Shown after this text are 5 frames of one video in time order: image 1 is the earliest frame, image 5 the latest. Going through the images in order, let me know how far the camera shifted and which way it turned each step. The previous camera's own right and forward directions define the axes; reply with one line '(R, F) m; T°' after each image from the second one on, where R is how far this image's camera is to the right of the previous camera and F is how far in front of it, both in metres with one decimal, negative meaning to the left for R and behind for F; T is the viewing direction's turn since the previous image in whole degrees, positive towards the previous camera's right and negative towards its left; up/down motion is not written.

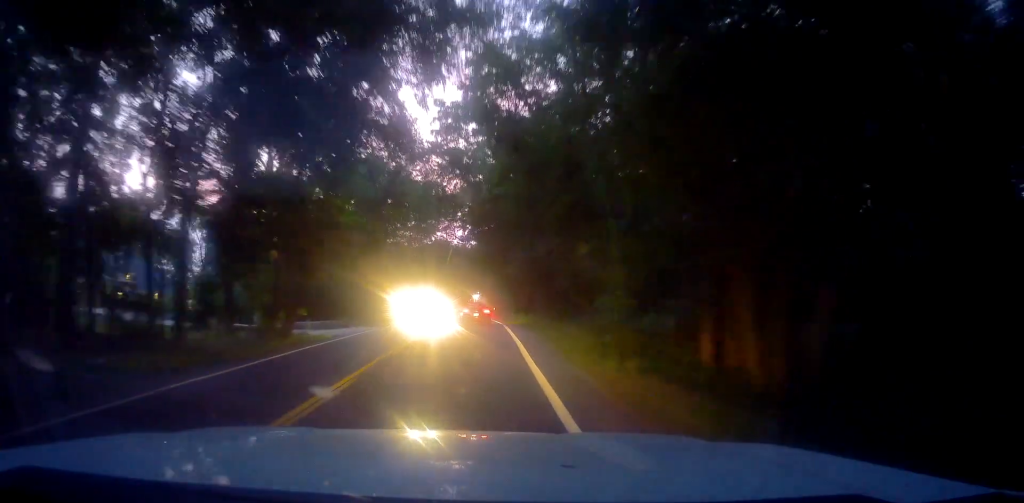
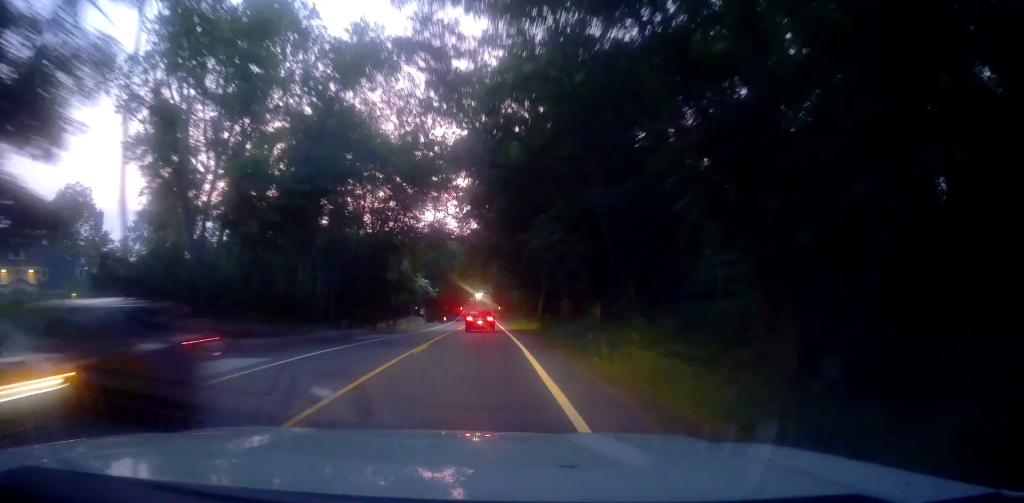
(-0.1, +18.5) m; 0°
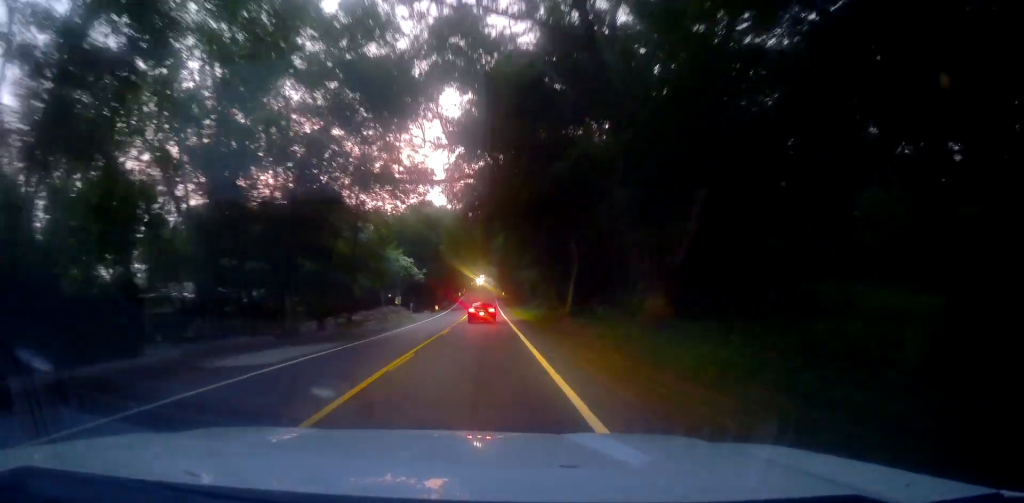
(-0.1, +20.2) m; +2°
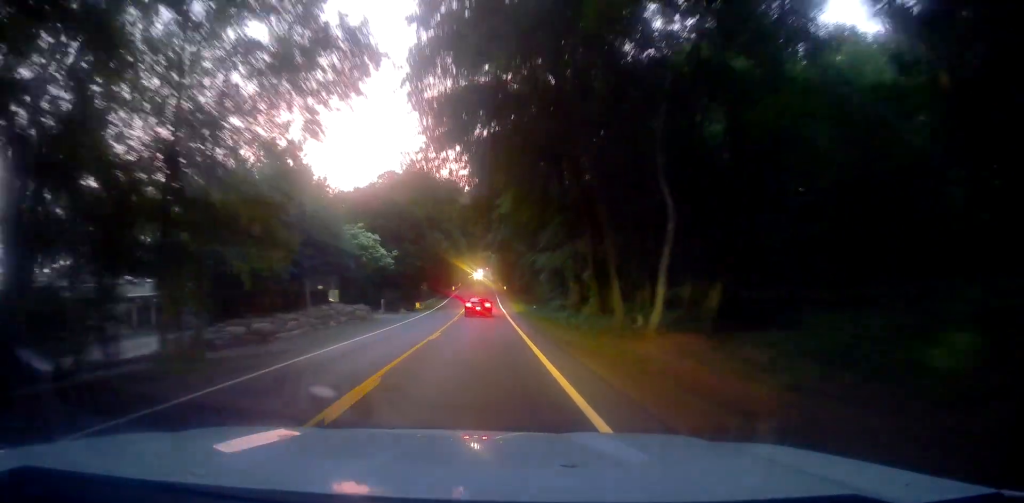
(+0.6, +20.0) m; -1°
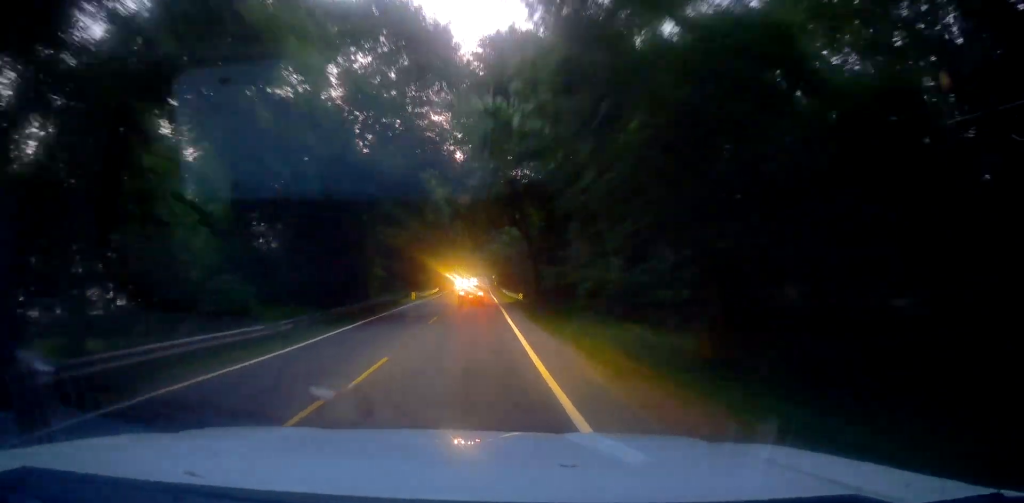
(+0.9, +55.0) m; +3°
